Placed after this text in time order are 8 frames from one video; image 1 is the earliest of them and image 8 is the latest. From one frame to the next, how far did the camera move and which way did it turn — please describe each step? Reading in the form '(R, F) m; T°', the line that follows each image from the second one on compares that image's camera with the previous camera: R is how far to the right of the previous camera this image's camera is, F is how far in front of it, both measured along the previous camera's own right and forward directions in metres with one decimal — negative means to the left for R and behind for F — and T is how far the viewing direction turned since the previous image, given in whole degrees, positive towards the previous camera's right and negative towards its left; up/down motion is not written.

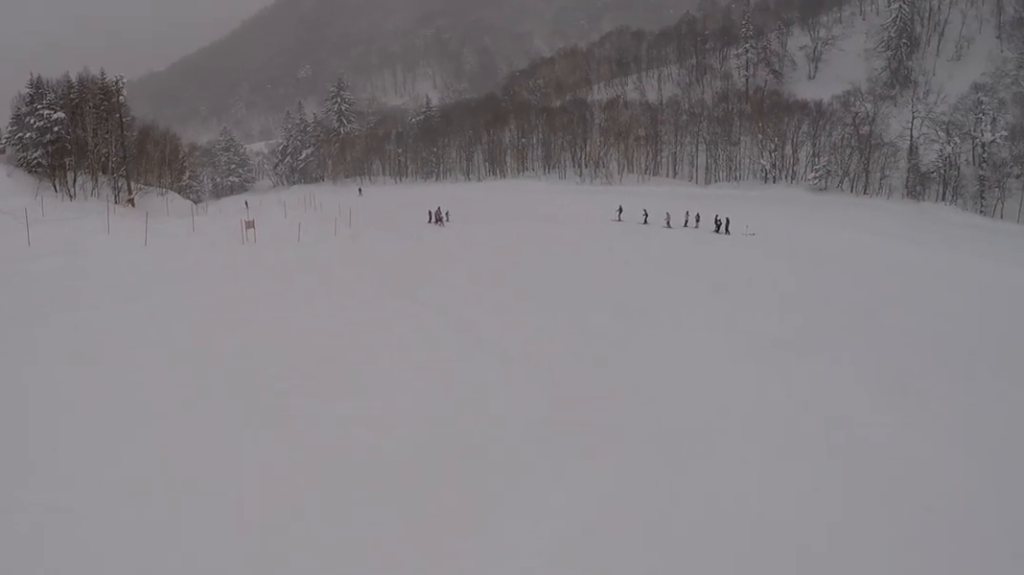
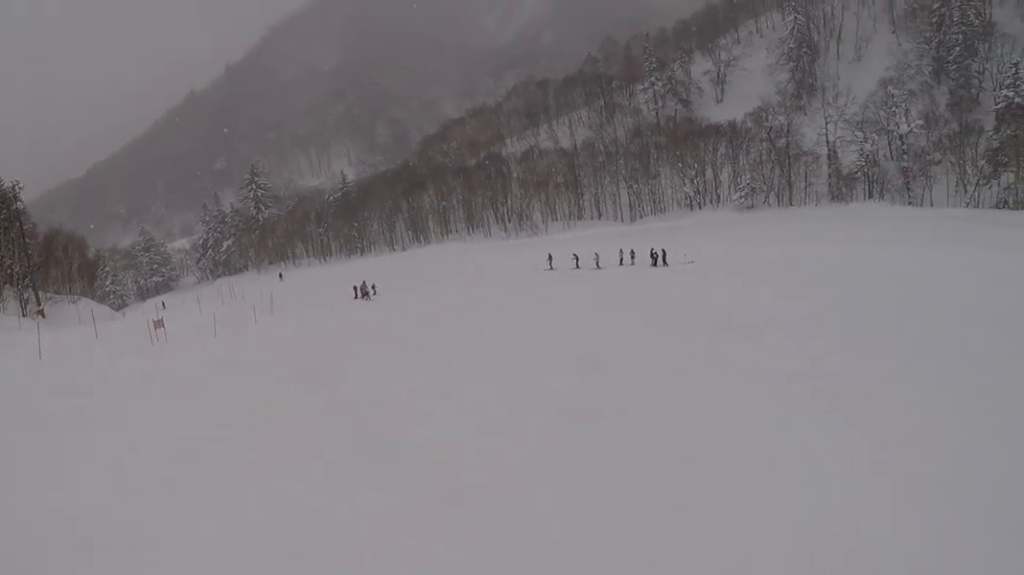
(0.0, +3.7) m; +8°
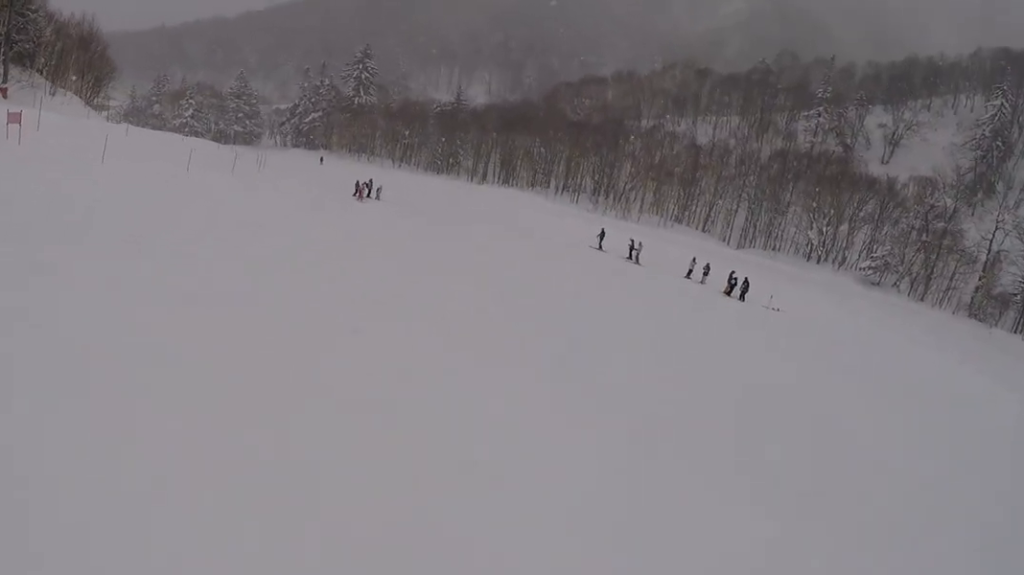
(+1.0, +16.1) m; -17°
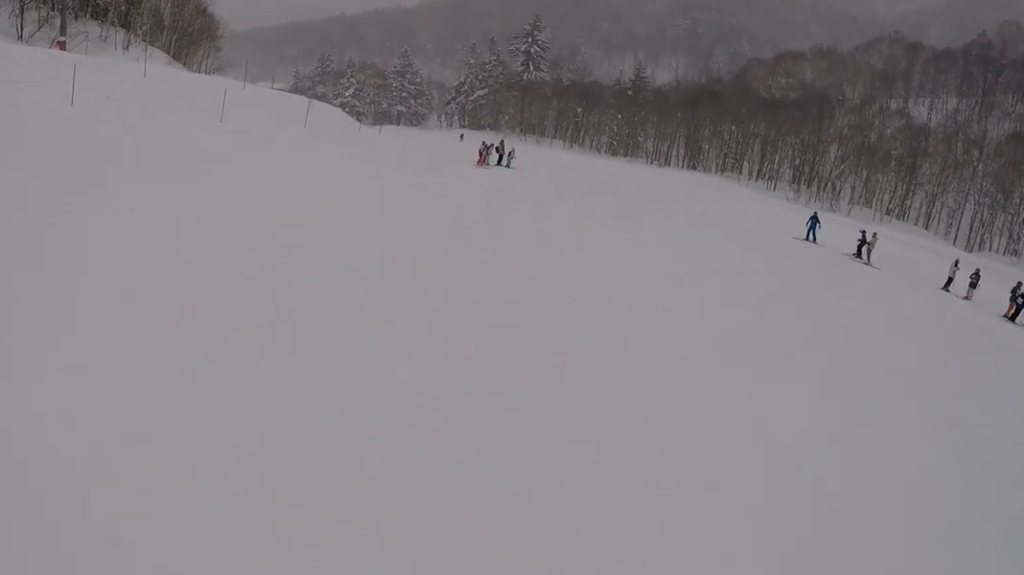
(-4.3, +12.8) m; -19°
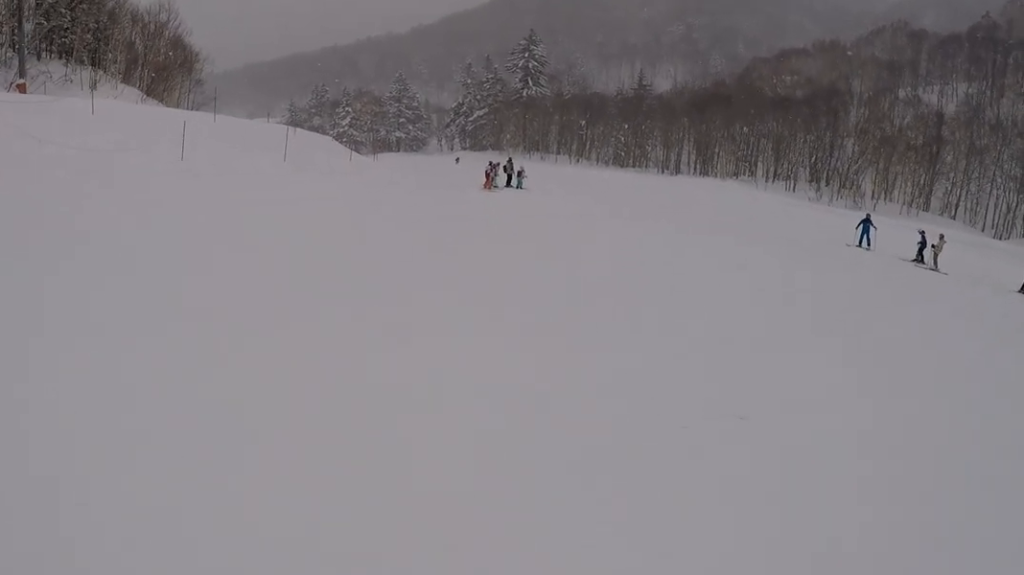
(+0.3, +4.7) m; +6°
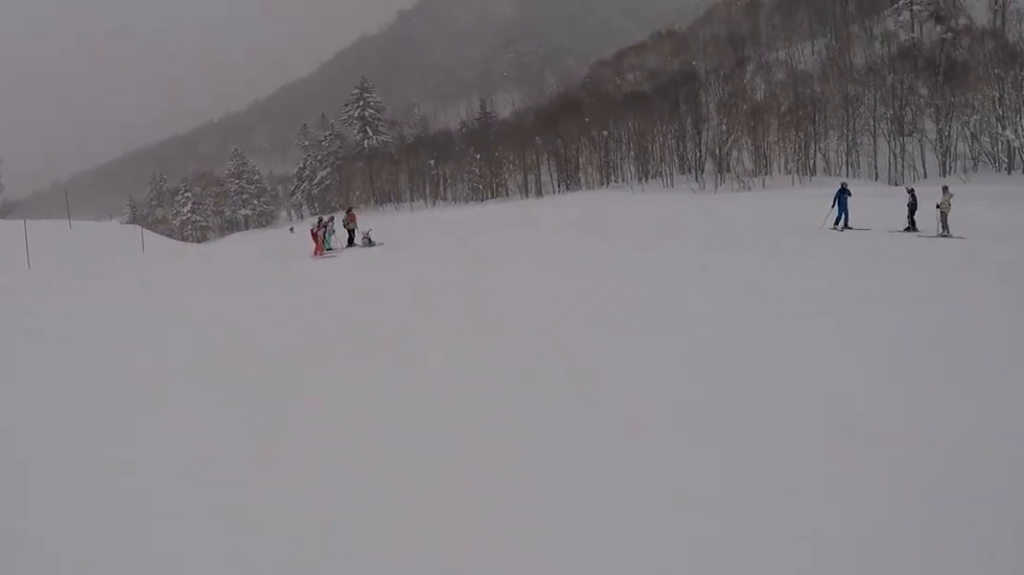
(+0.8, +9.5) m; +13°
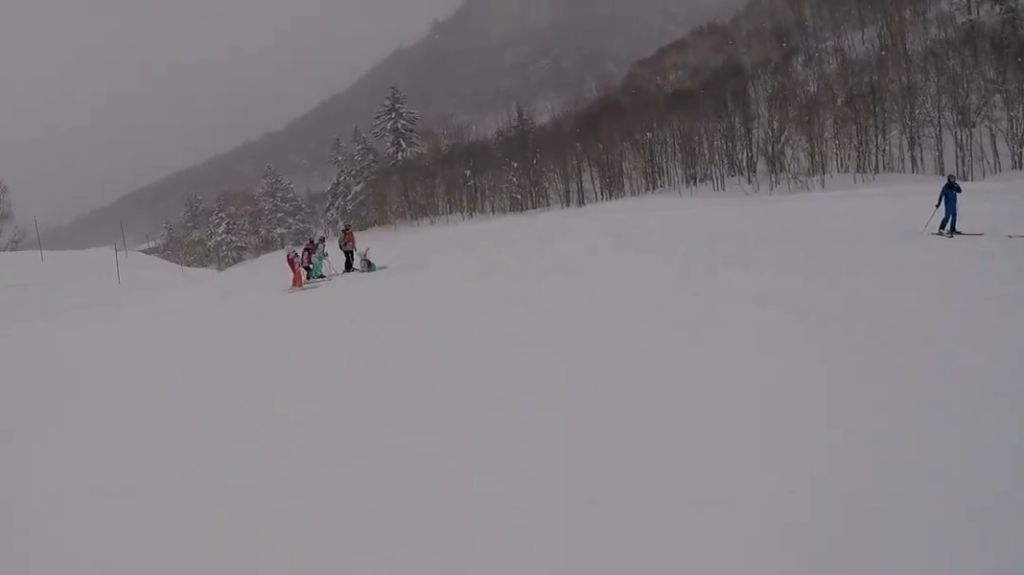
(+0.6, +4.5) m; -7°
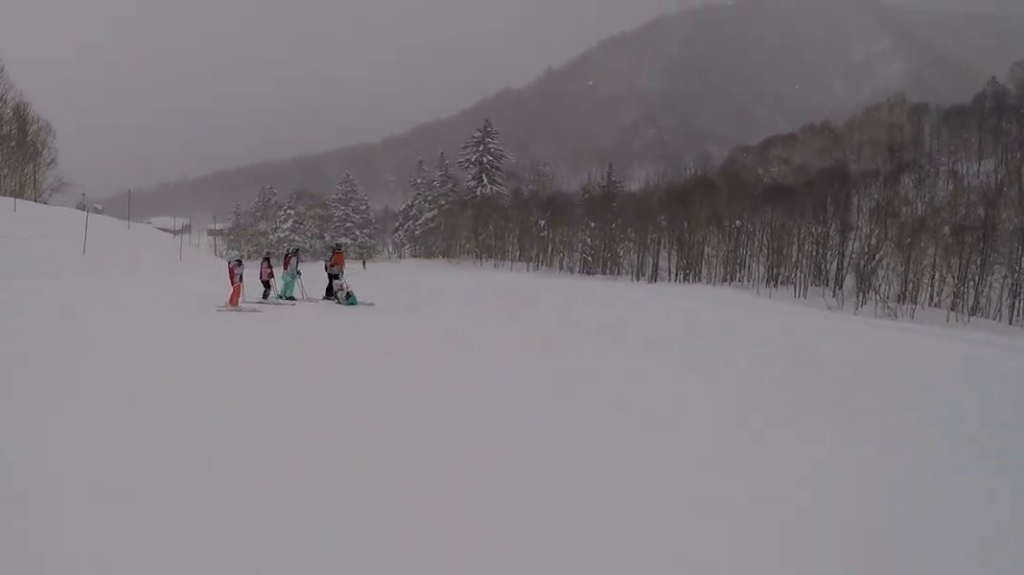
(+0.3, +4.7) m; -7°
